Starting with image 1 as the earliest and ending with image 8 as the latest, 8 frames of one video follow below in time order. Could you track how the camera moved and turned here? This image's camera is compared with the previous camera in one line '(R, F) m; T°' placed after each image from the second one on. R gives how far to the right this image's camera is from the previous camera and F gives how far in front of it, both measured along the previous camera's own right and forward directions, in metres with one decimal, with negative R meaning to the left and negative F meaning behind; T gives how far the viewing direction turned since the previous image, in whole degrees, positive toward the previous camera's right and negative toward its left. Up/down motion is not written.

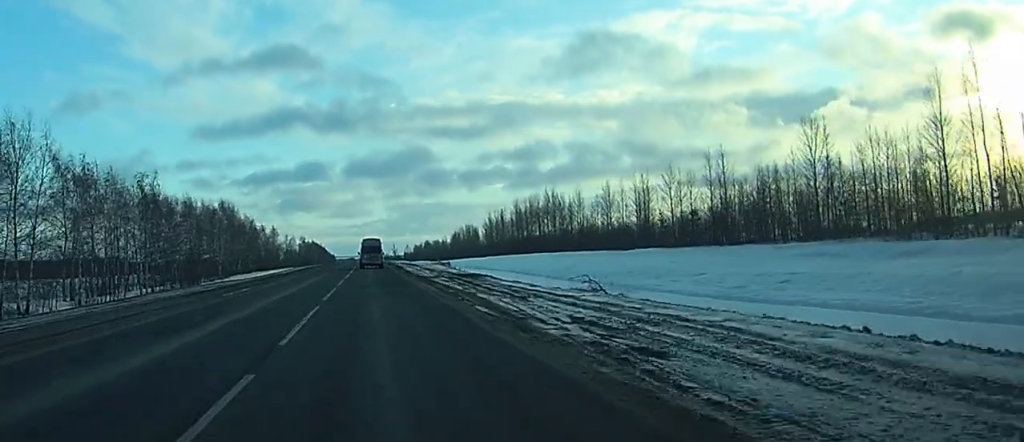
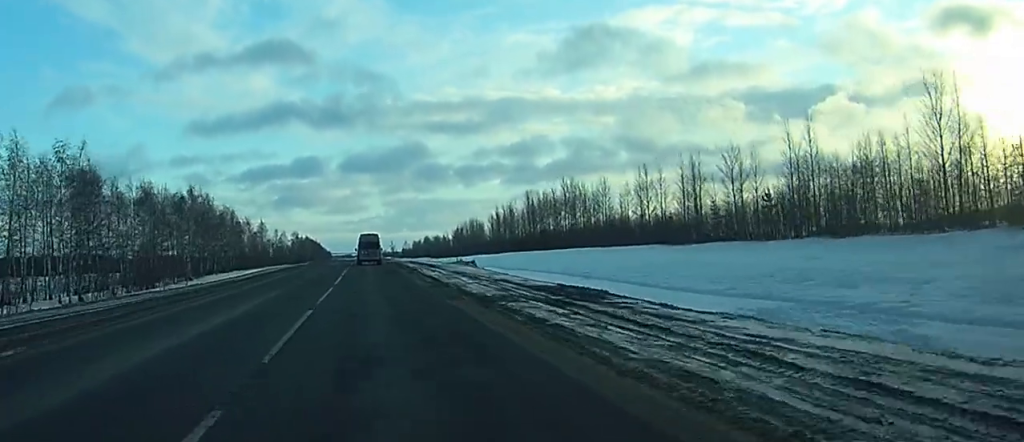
(0.0, +26.3) m; 0°
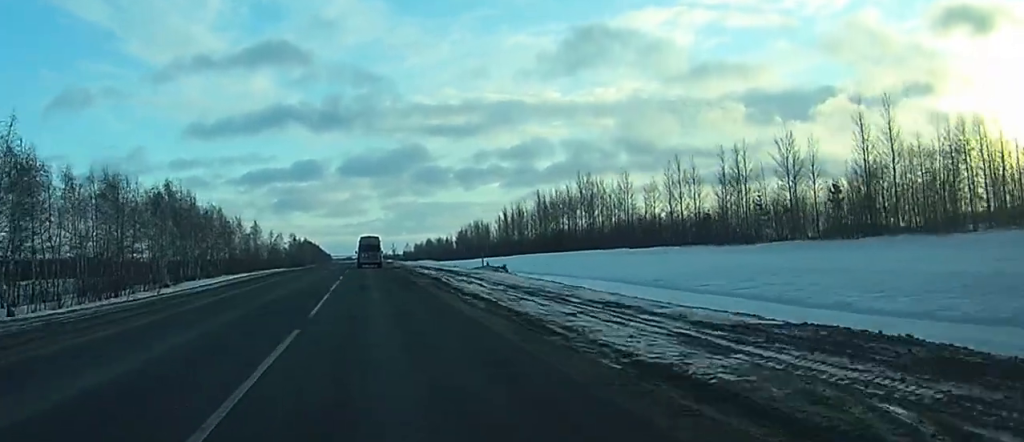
(+0.1, +16.4) m; 0°
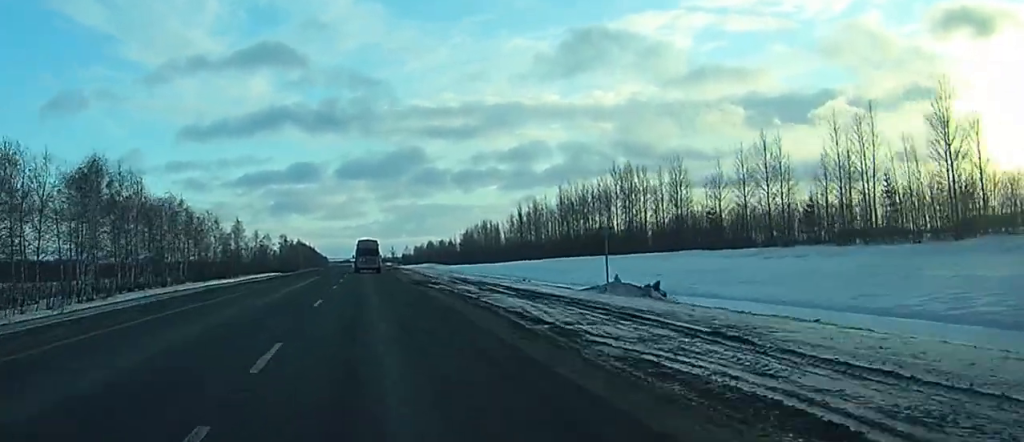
(0.0, +32.0) m; 0°
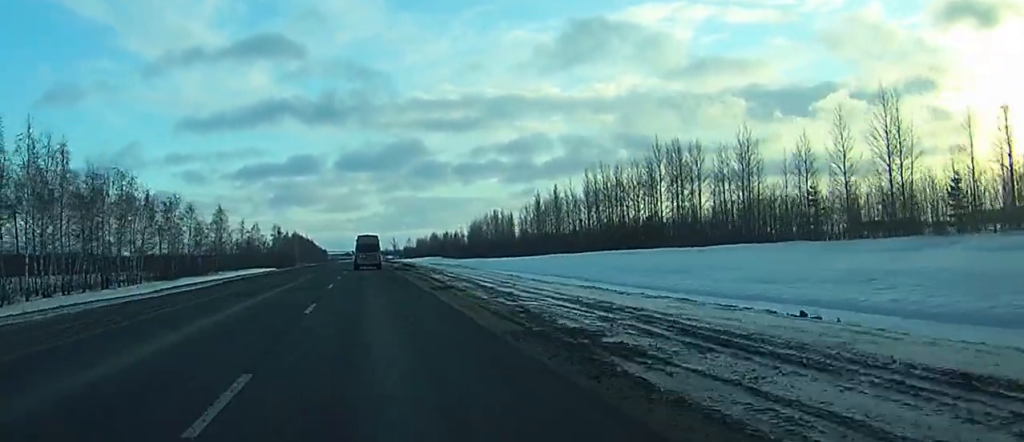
(0.0, +27.5) m; 0°
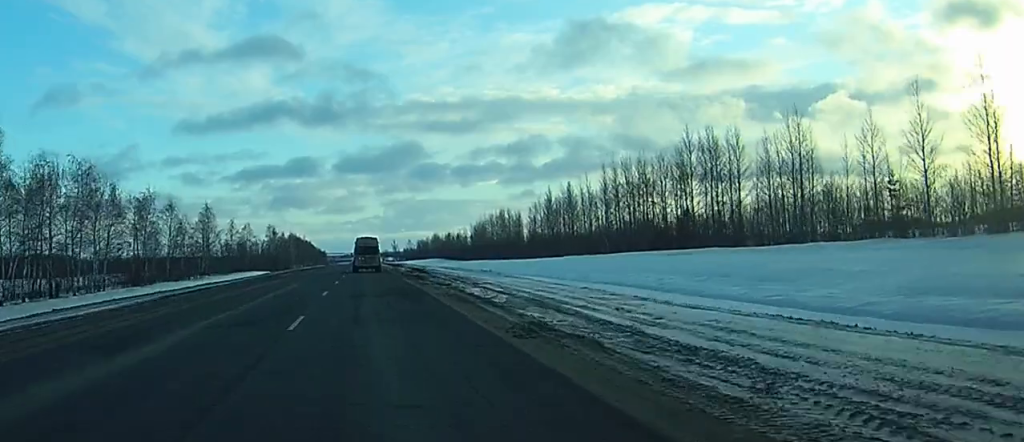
(0.0, +15.6) m; 0°
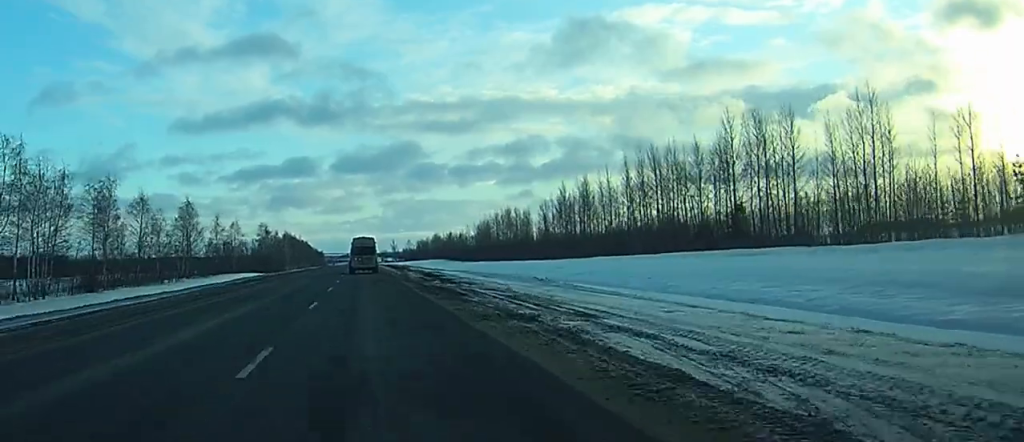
(0.0, +17.4) m; 0°
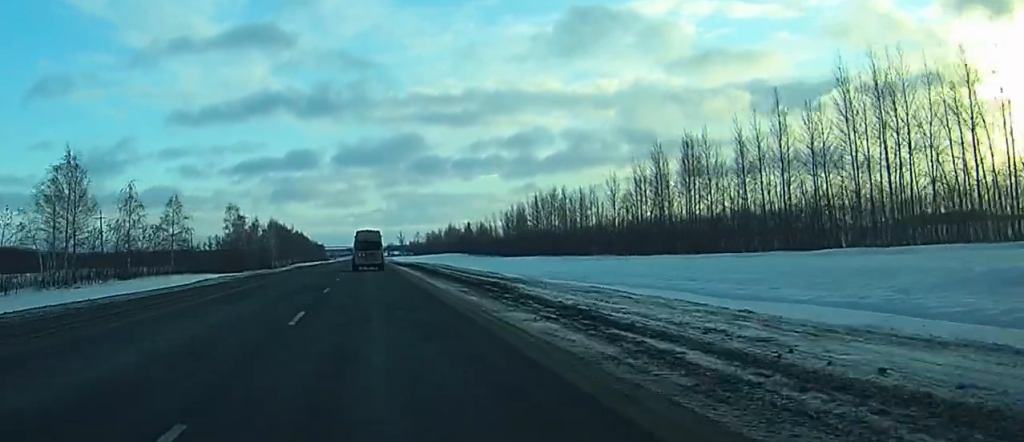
(+0.3, +65.9) m; 0°
